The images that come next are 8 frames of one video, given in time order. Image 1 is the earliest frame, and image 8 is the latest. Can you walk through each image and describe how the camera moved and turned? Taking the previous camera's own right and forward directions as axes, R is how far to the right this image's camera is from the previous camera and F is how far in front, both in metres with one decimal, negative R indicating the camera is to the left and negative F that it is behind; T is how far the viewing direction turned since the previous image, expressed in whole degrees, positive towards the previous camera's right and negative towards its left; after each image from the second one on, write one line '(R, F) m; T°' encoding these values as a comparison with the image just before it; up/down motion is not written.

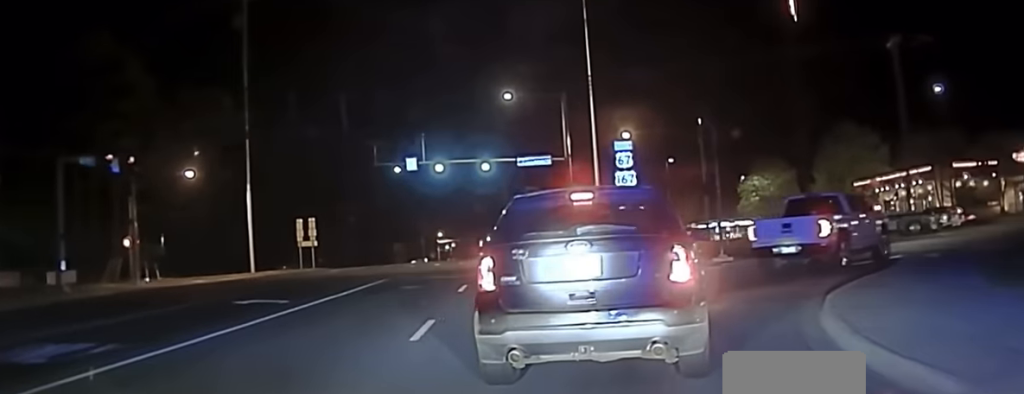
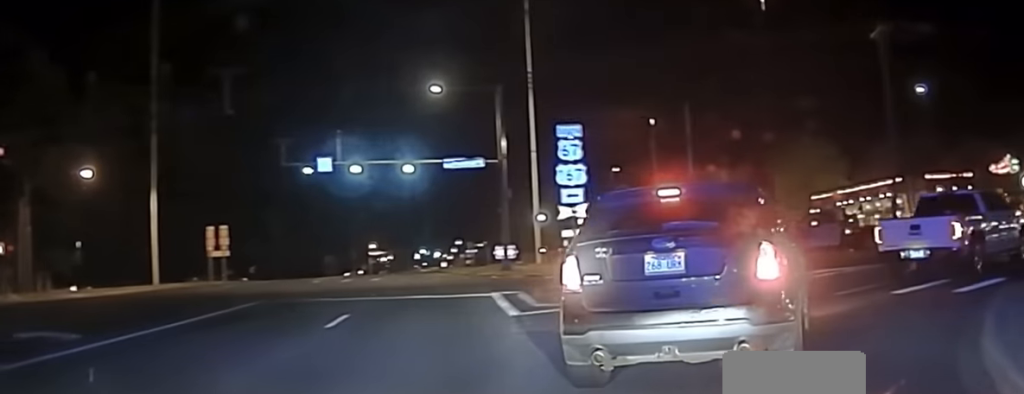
(0.0, +7.4) m; 0°
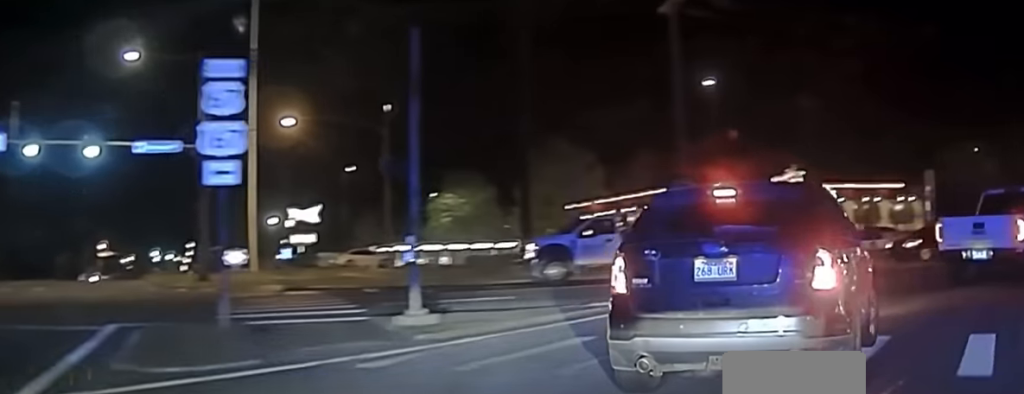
(0.0, +7.0) m; 0°
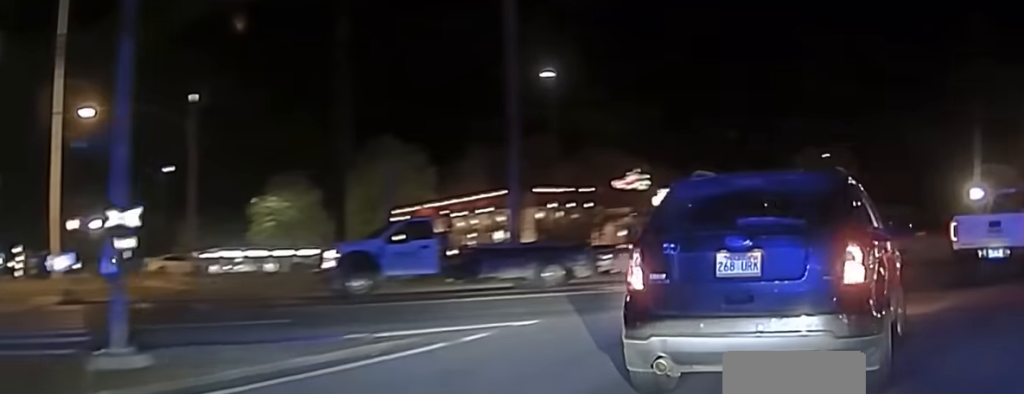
(0.0, +6.2) m; +9°
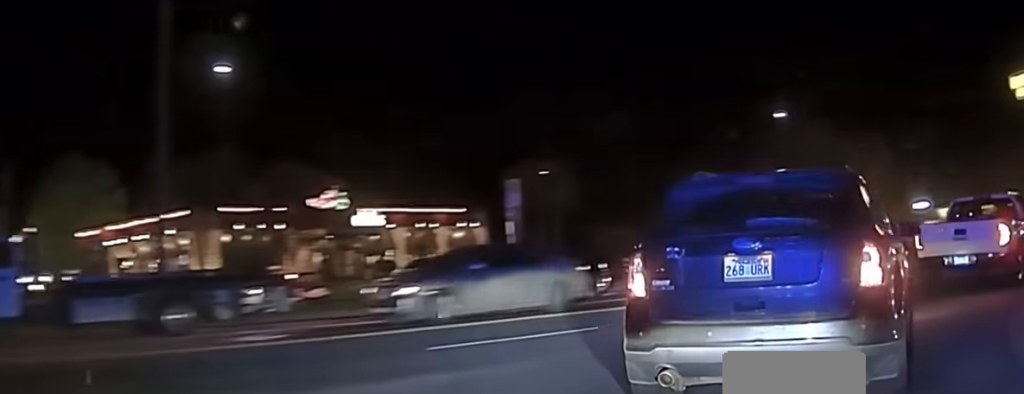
(+1.8, +9.9) m; +27°
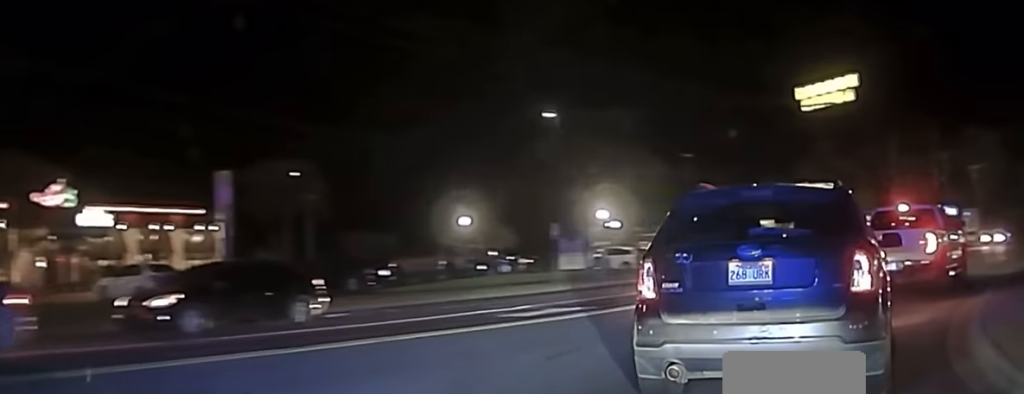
(+2.0, +6.8) m; +34°
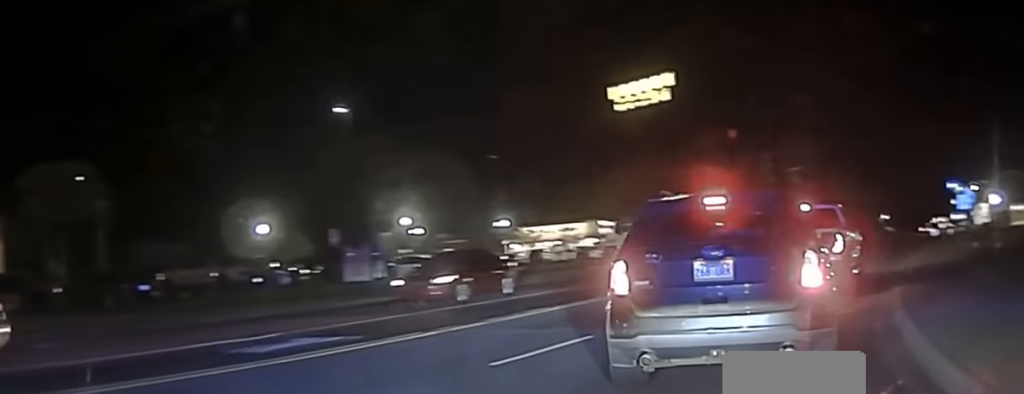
(+1.6, +5.2) m; +12°
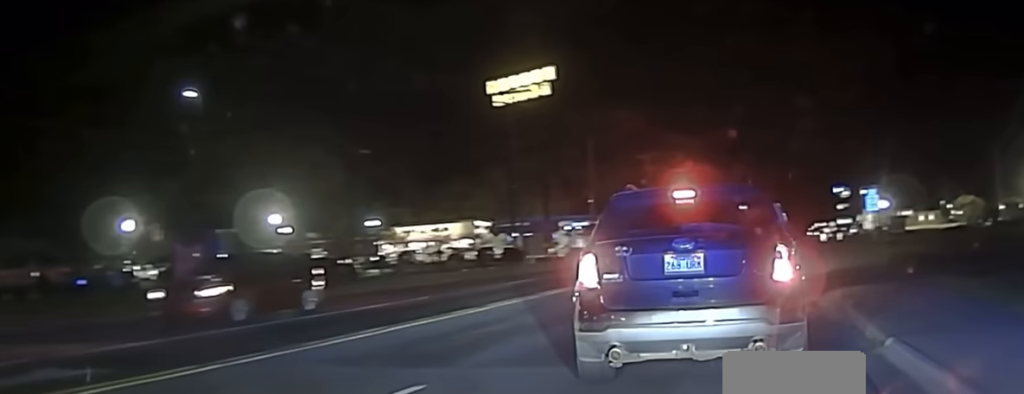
(0.0, +4.5) m; -1°
